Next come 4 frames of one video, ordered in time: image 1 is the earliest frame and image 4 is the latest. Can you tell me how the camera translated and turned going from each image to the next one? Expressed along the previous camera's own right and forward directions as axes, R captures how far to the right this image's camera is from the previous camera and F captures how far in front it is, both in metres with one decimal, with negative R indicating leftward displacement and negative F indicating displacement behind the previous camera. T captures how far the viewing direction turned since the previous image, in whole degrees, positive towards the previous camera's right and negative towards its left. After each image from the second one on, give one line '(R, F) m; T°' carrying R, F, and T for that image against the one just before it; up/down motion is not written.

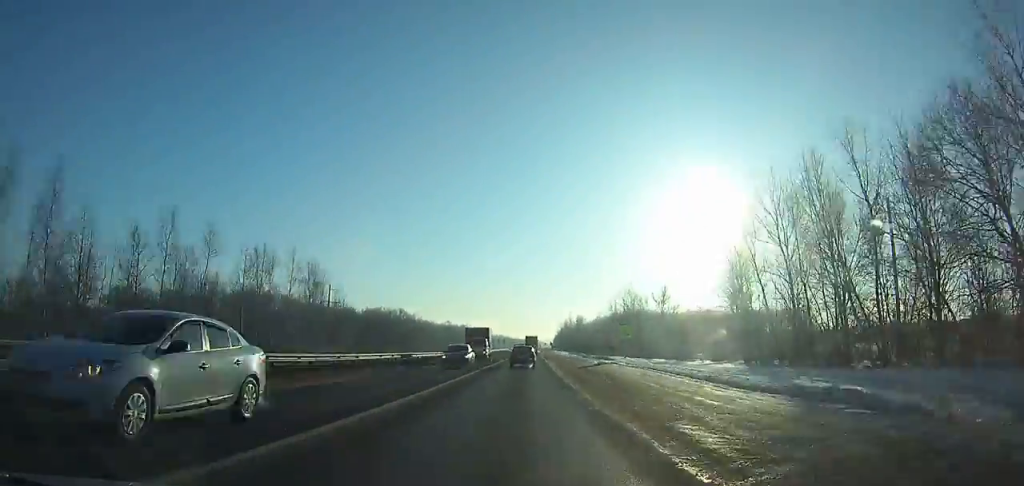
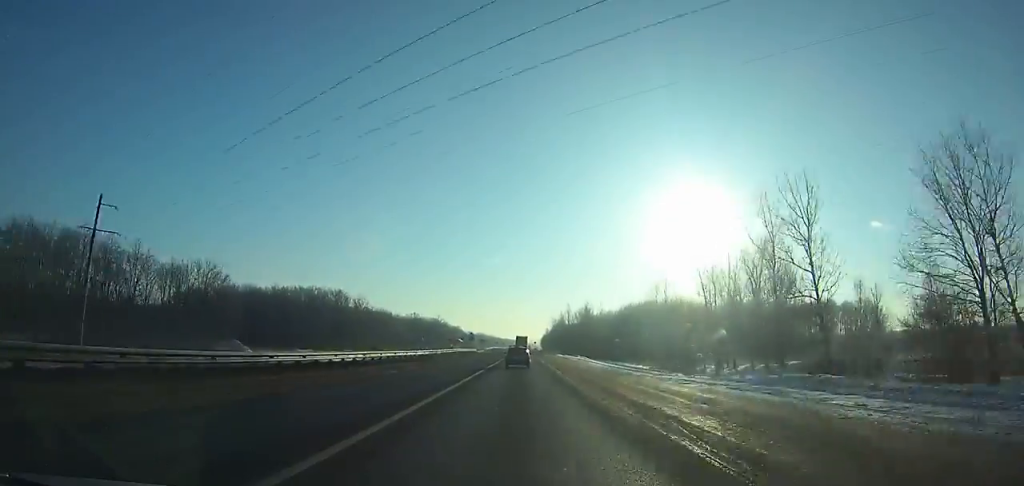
(+1.1, +79.4) m; +1°
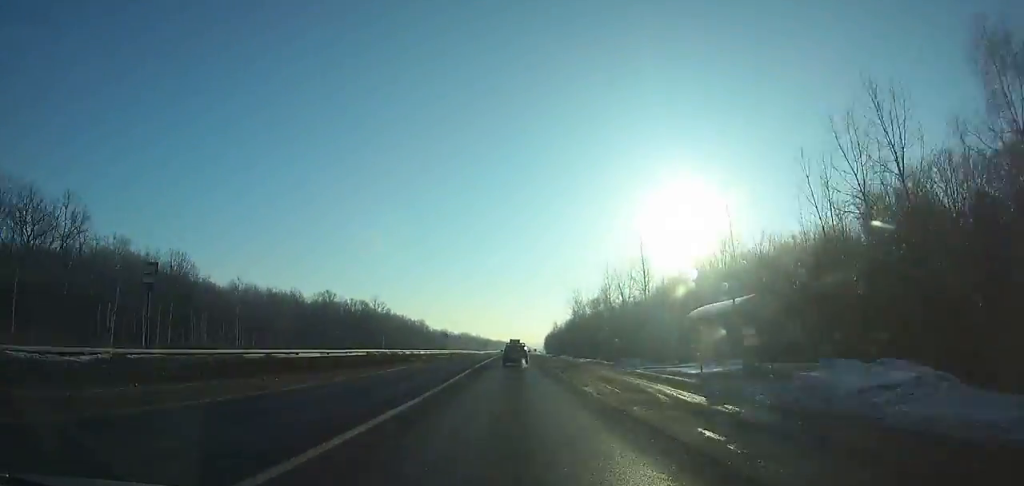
(+0.3, +155.8) m; 0°
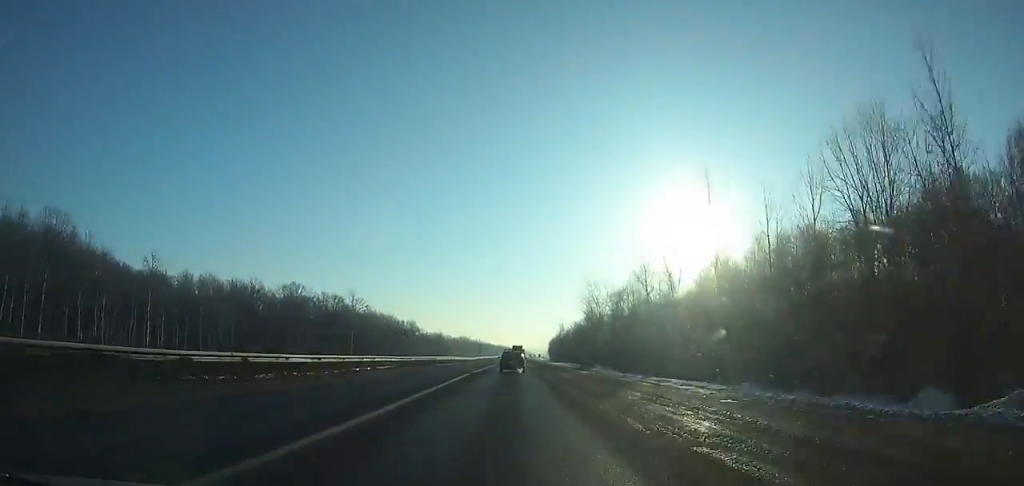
(0.0, +33.0) m; 0°
